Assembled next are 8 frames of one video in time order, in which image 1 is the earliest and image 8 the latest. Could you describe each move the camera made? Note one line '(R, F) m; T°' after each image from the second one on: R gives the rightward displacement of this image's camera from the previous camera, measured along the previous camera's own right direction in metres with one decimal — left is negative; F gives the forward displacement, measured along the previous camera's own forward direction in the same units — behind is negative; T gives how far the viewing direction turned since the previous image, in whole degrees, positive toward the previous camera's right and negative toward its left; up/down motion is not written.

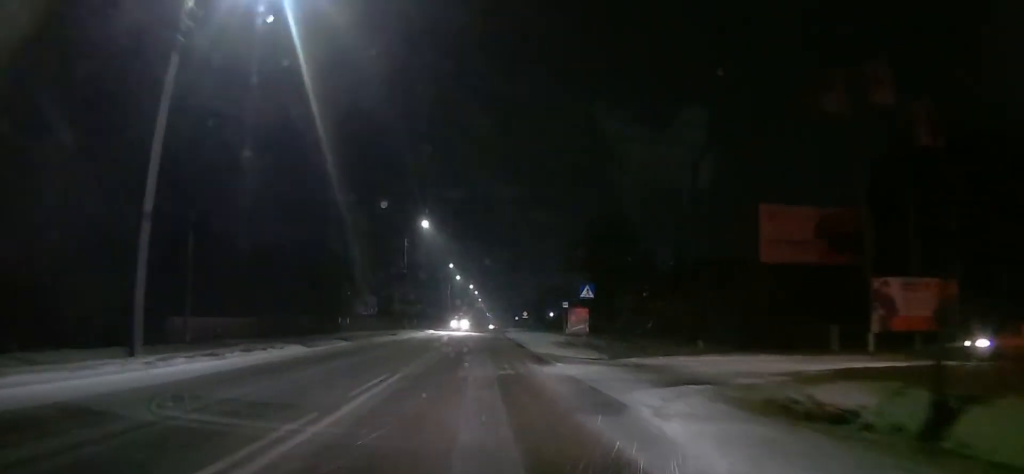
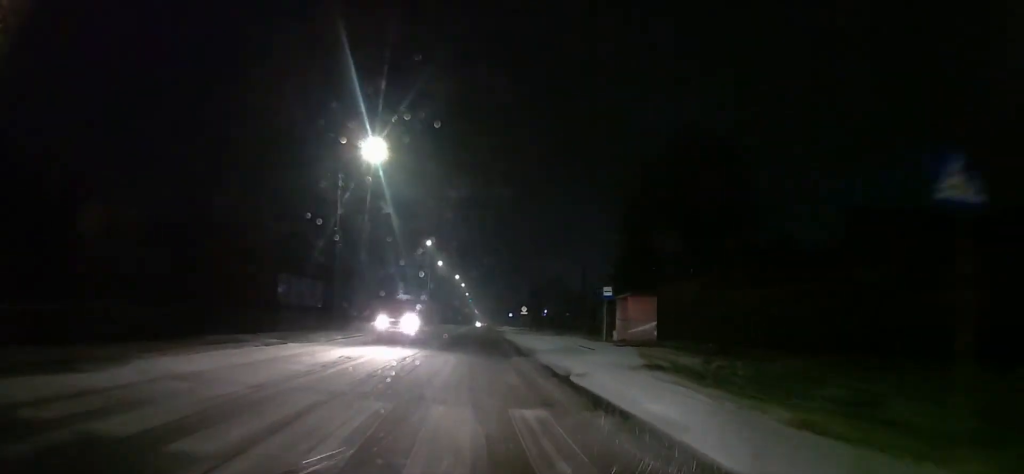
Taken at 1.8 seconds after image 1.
(+0.1, +23.2) m; +1°
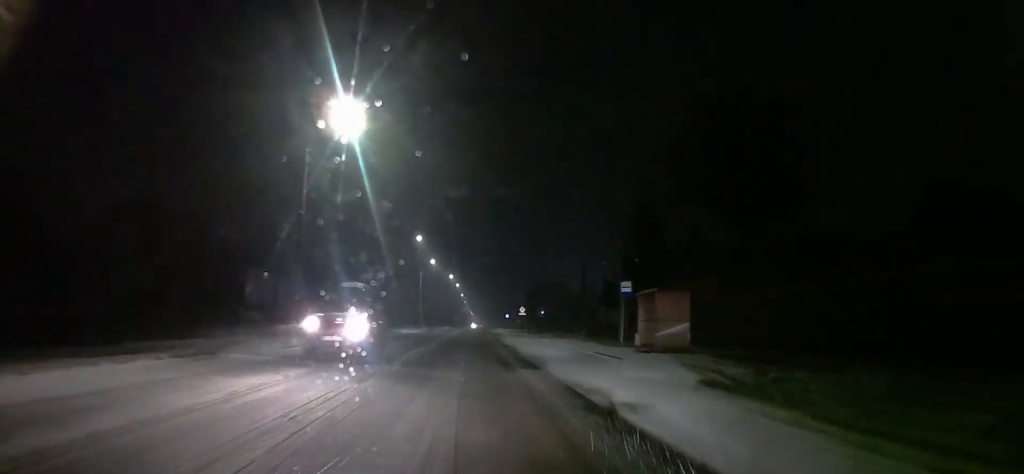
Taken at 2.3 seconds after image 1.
(0.0, +5.6) m; 0°
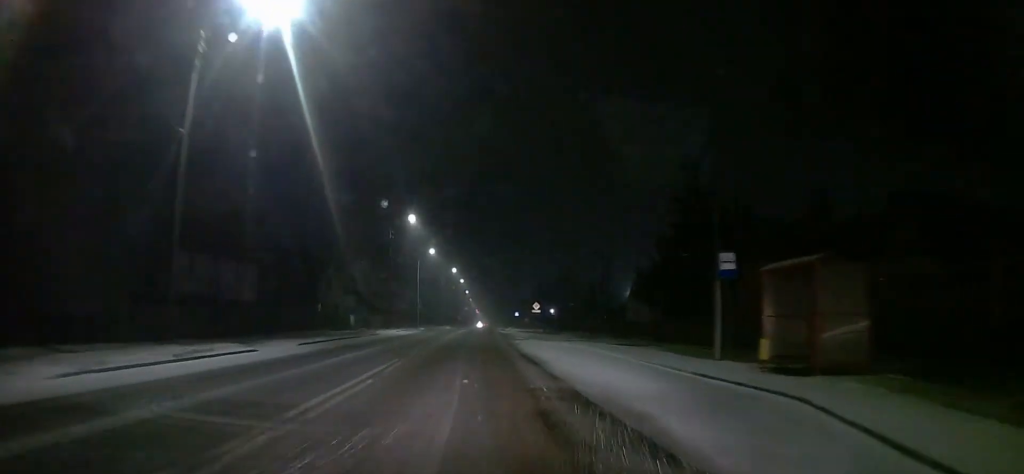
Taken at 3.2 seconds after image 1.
(0.0, +11.6) m; 0°
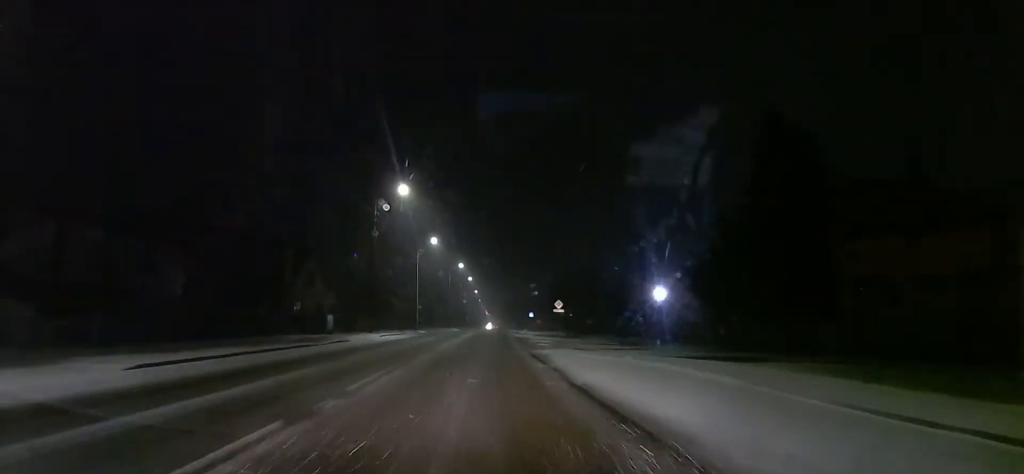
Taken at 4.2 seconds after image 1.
(-0.1, +12.0) m; 0°
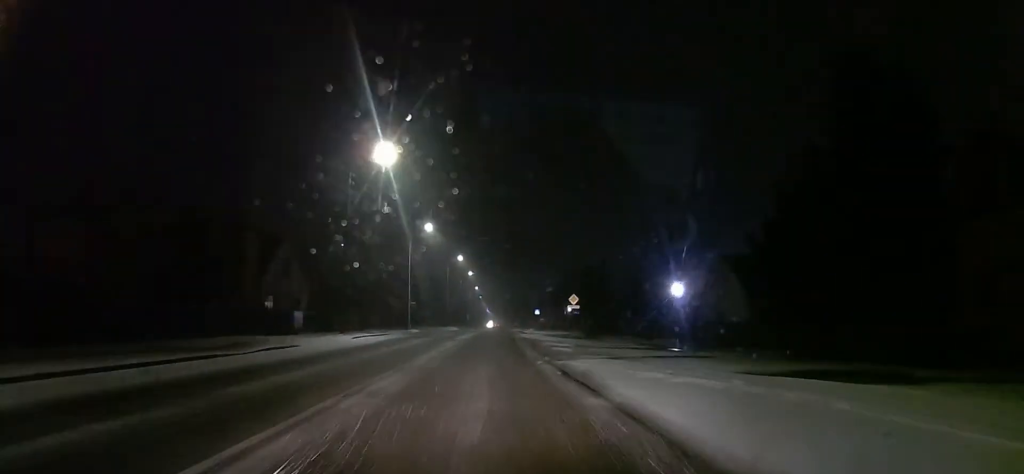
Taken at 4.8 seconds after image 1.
(0.0, +8.0) m; 0°
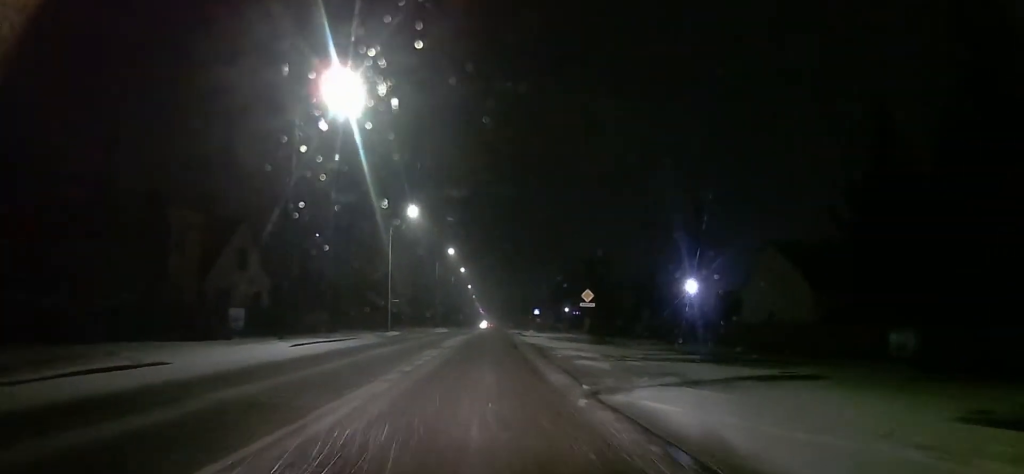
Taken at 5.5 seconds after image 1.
(0.0, +9.1) m; 0°
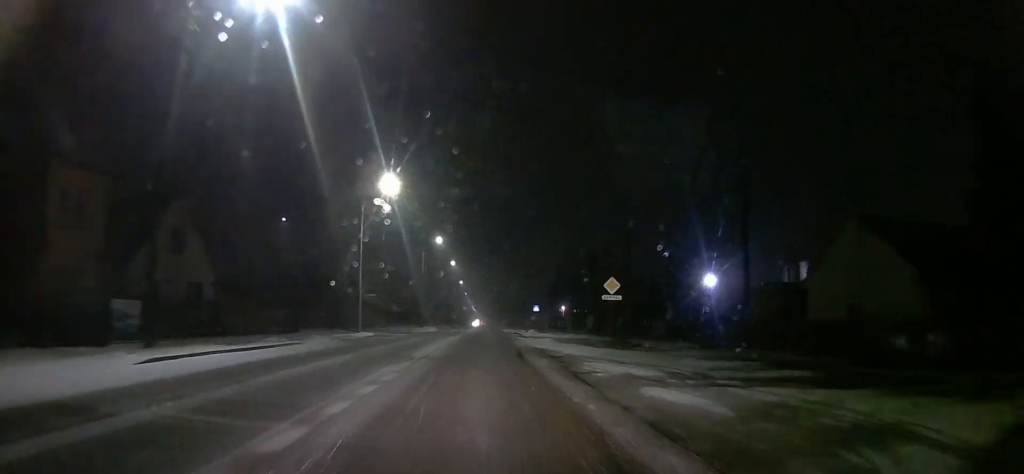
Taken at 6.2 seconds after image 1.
(-0.1, +9.1) m; 0°
